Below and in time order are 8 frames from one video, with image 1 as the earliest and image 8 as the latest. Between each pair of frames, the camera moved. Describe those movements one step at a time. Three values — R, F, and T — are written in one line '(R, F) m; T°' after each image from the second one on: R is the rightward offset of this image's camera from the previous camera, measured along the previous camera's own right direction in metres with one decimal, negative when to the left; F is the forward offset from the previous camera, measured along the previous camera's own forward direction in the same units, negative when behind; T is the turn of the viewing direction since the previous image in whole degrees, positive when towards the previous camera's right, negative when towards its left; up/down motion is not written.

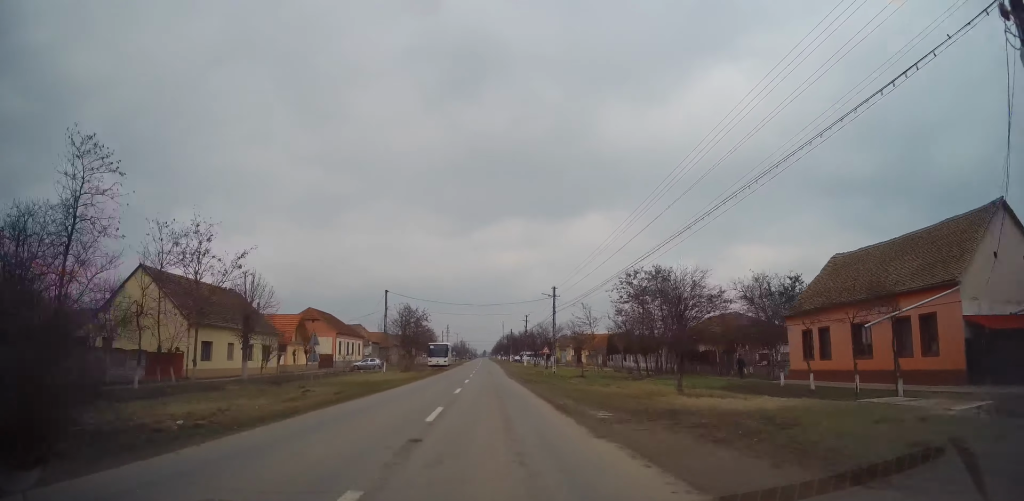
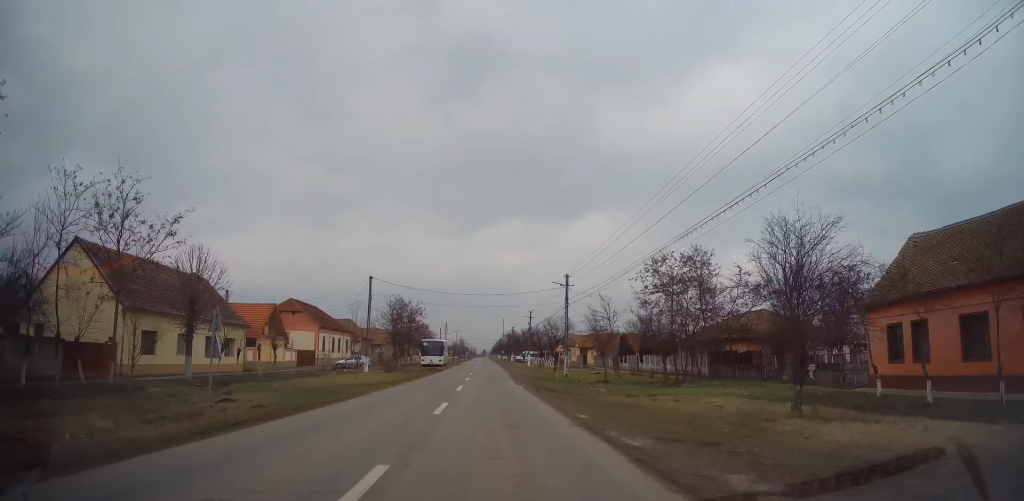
(-0.2, +7.5) m; 0°
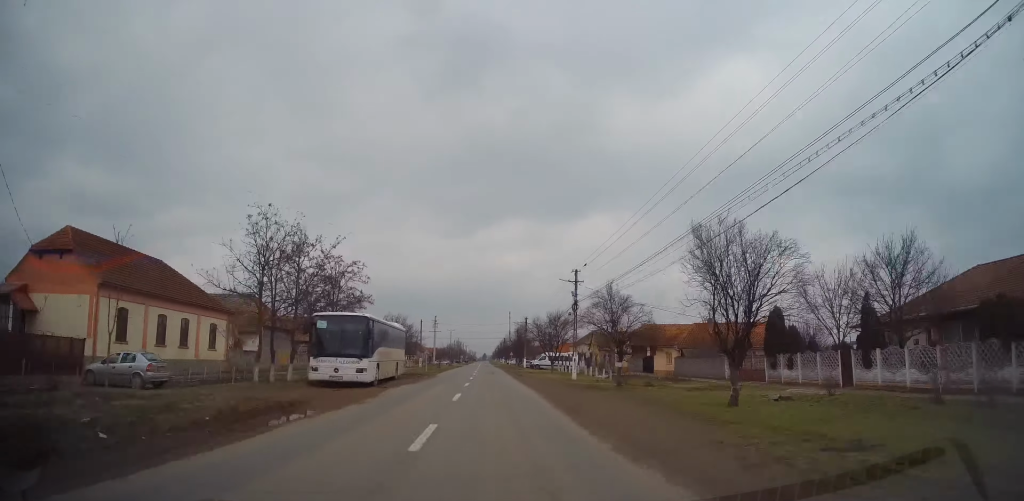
(+0.3, +39.7) m; 0°
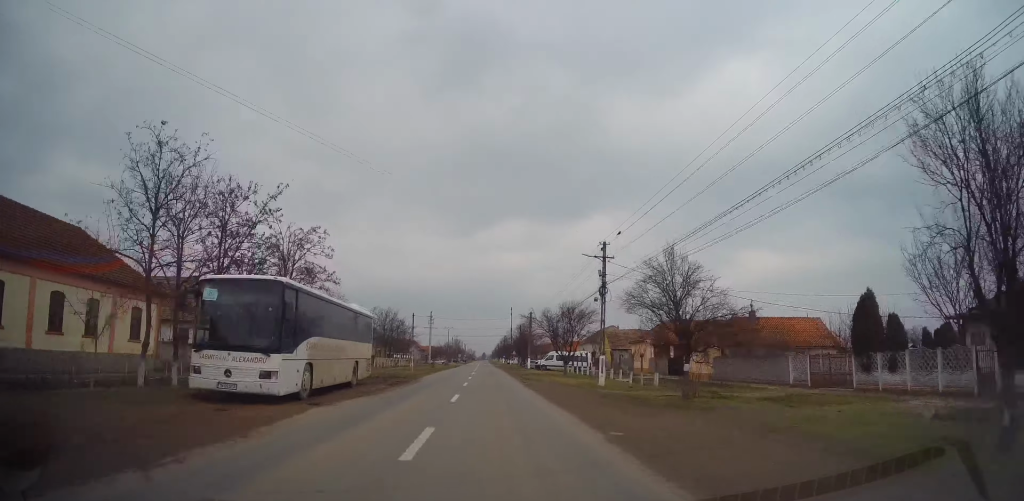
(+0.1, +9.7) m; 0°
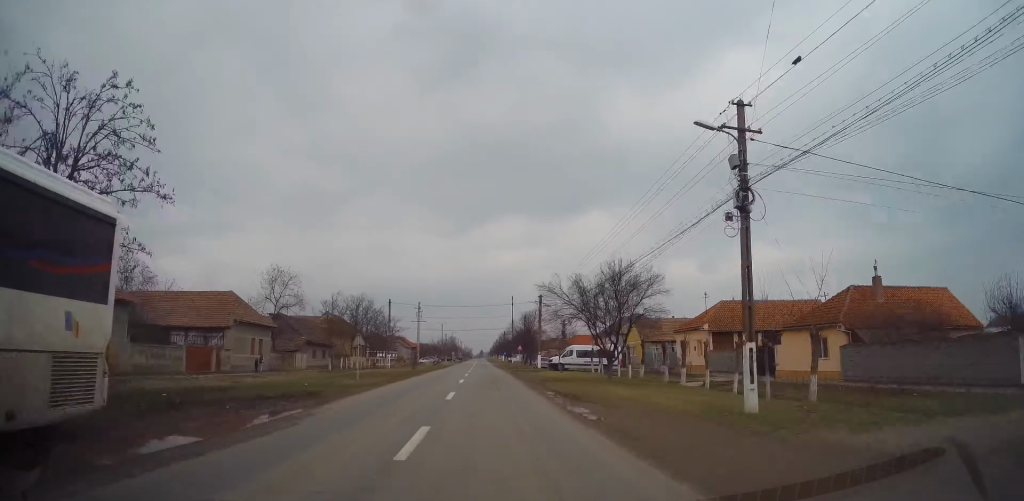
(0.0, +17.5) m; 0°
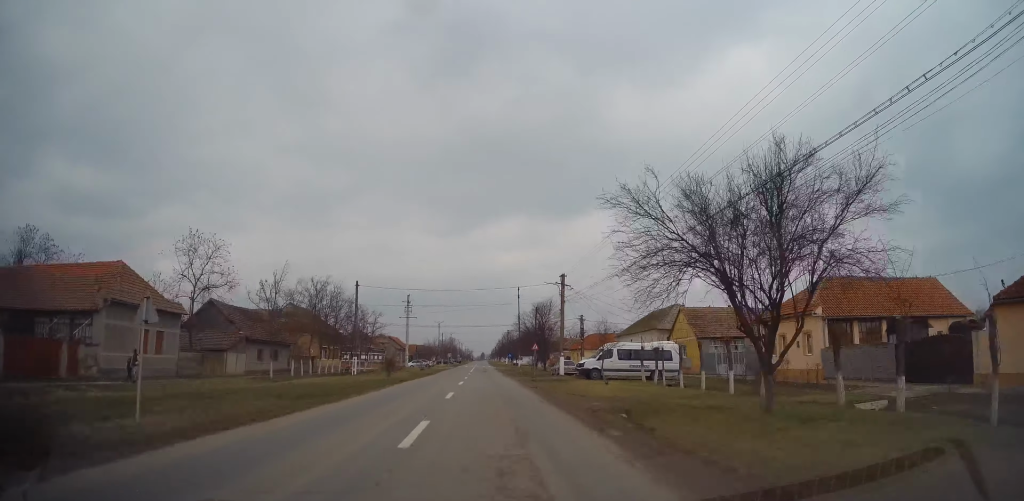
(-0.1, +16.9) m; 0°
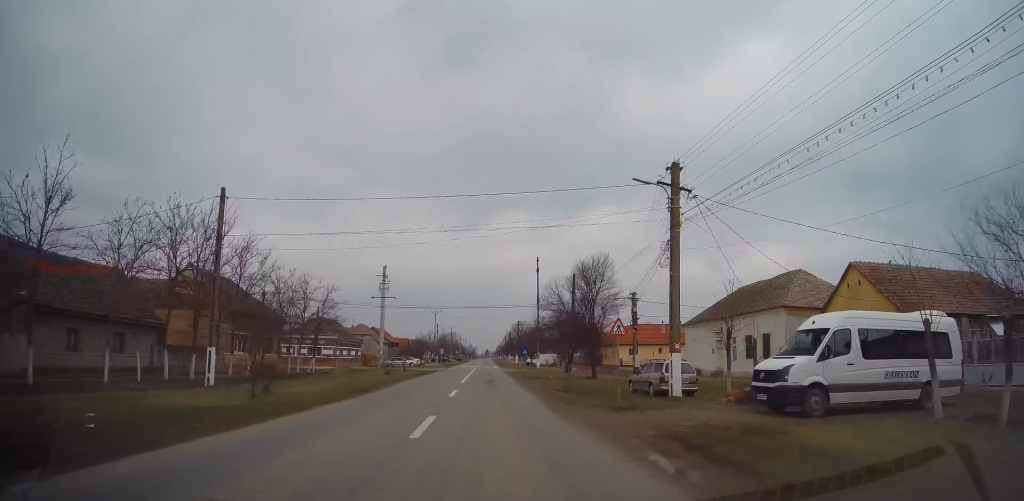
(+0.1, +25.6) m; 0°
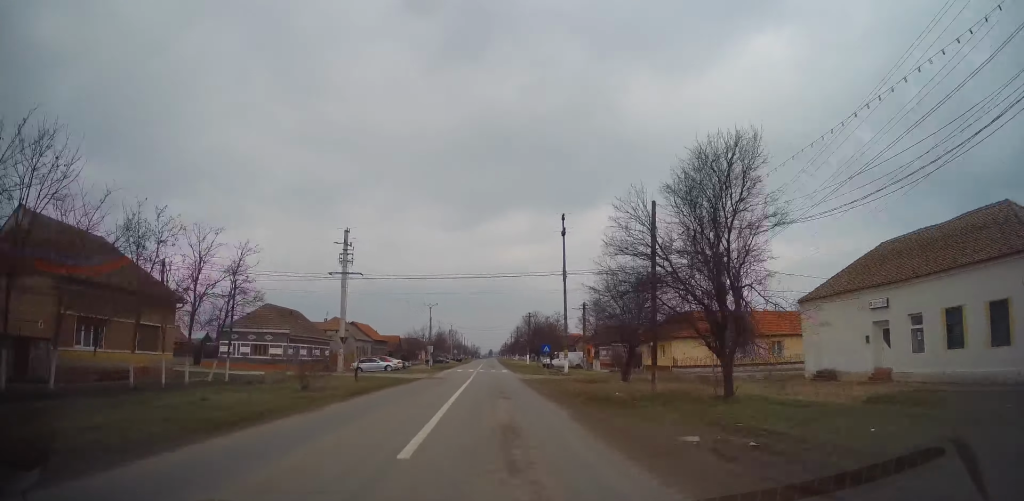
(0.0, +19.5) m; 0°
